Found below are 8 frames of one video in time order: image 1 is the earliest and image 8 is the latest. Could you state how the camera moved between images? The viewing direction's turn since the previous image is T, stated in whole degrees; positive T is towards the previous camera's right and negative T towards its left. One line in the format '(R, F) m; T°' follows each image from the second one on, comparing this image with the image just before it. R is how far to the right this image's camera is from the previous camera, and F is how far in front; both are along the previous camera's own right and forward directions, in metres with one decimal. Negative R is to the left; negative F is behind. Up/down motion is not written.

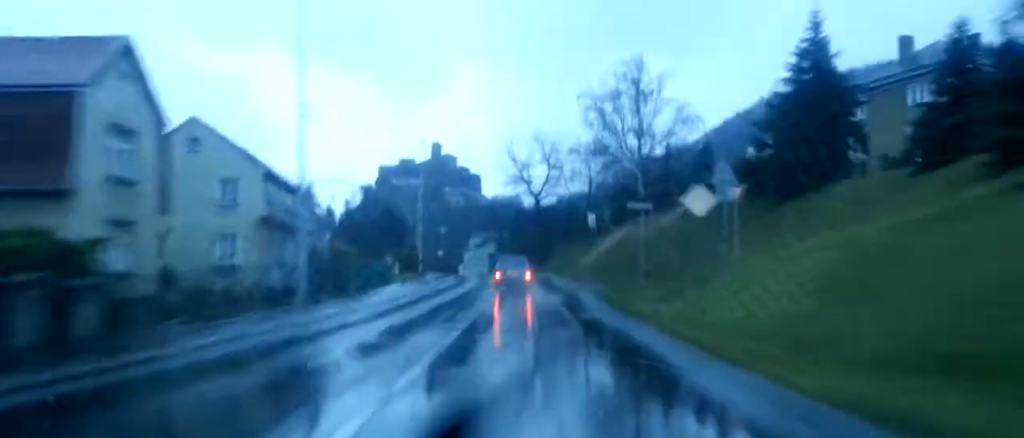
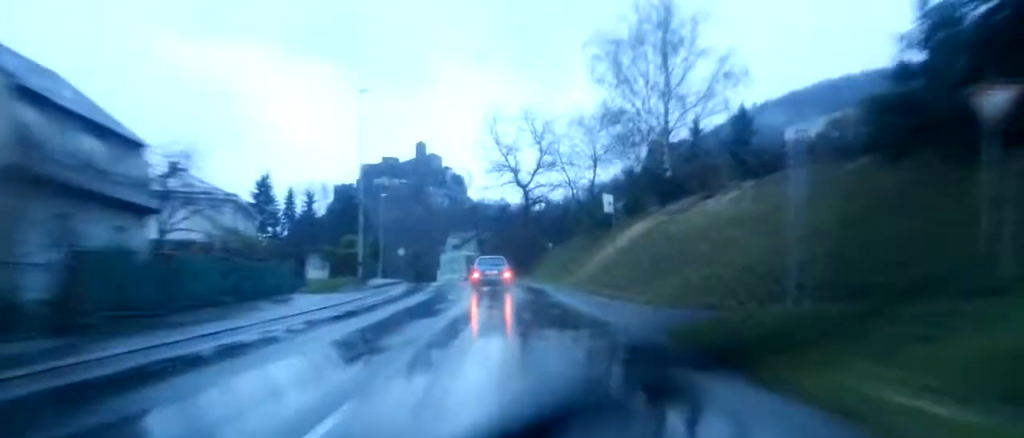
(+0.1, +18.3) m; 0°
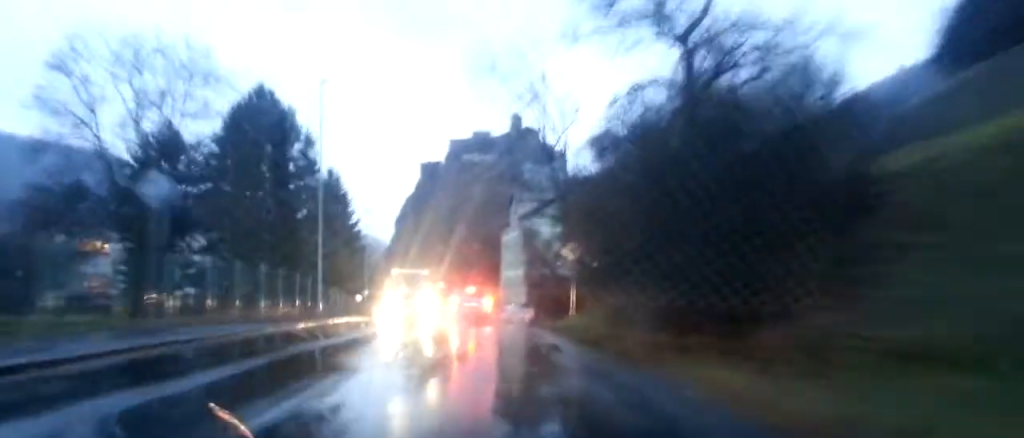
(-0.5, +52.2) m; -4°
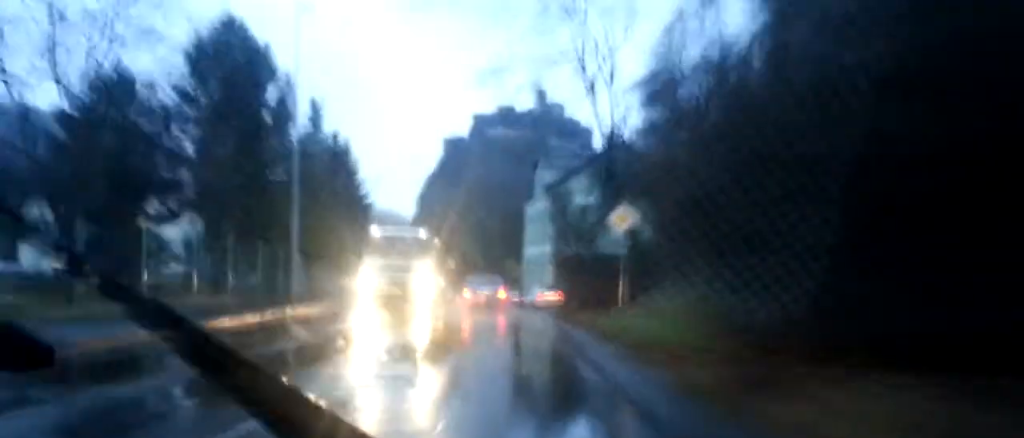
(-0.1, +7.6) m; 0°
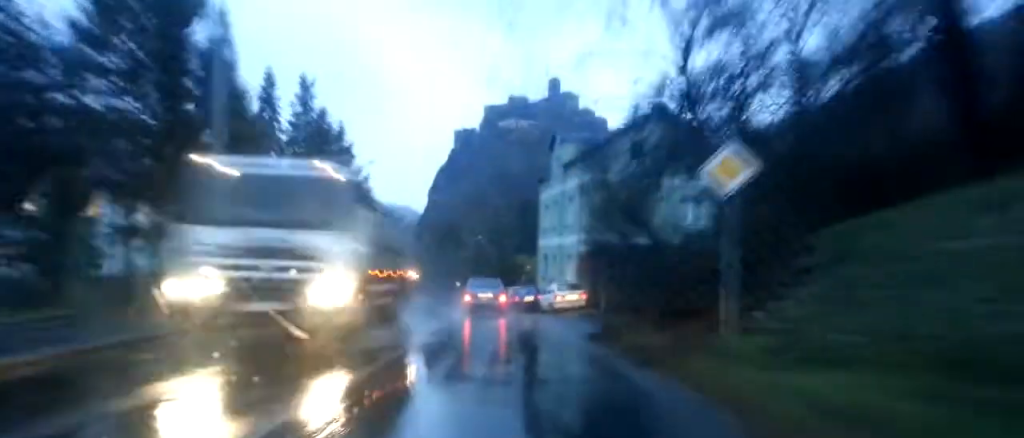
(0.0, +8.5) m; +1°
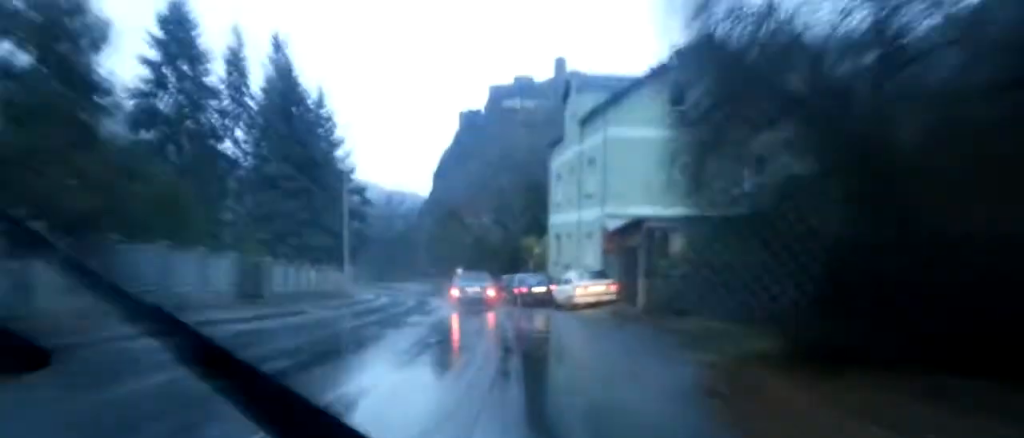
(+0.1, +9.3) m; 0°
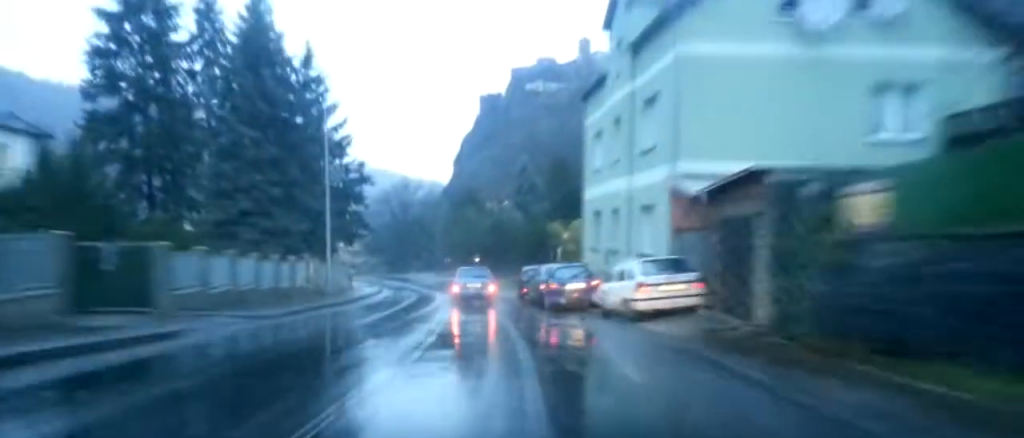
(+0.1, +10.2) m; -2°
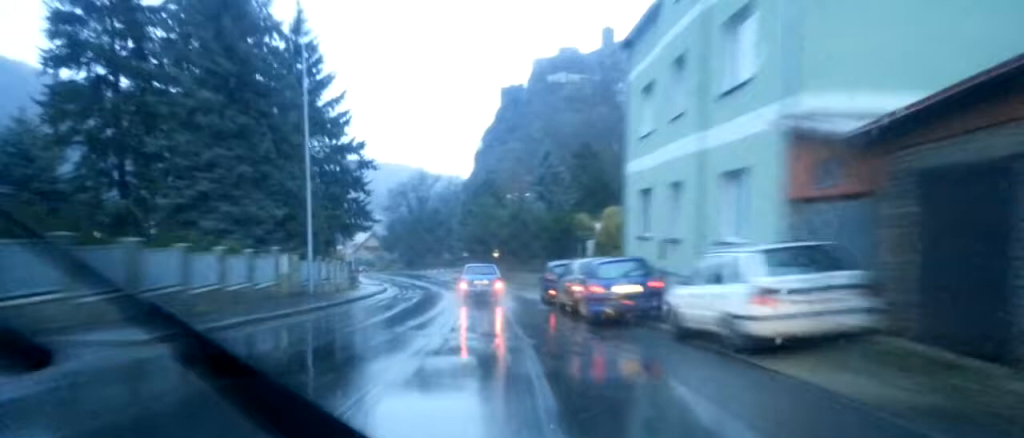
(-0.2, +7.4) m; -2°
